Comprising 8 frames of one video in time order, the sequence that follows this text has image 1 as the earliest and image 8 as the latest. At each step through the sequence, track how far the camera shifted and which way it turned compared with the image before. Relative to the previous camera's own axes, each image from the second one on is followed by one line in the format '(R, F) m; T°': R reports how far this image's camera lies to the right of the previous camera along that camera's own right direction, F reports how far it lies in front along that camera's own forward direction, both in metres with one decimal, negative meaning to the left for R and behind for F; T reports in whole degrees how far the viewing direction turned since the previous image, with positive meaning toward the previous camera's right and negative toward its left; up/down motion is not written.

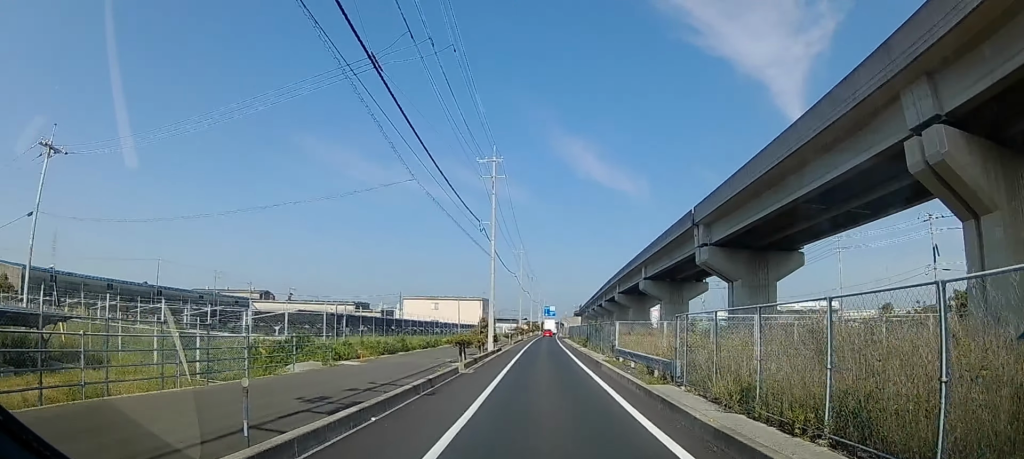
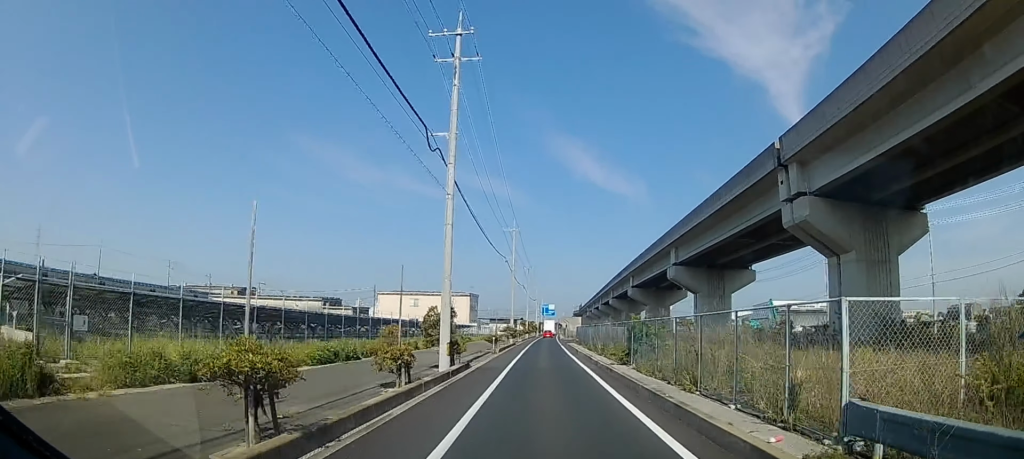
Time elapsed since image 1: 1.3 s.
(+0.1, +17.5) m; 0°
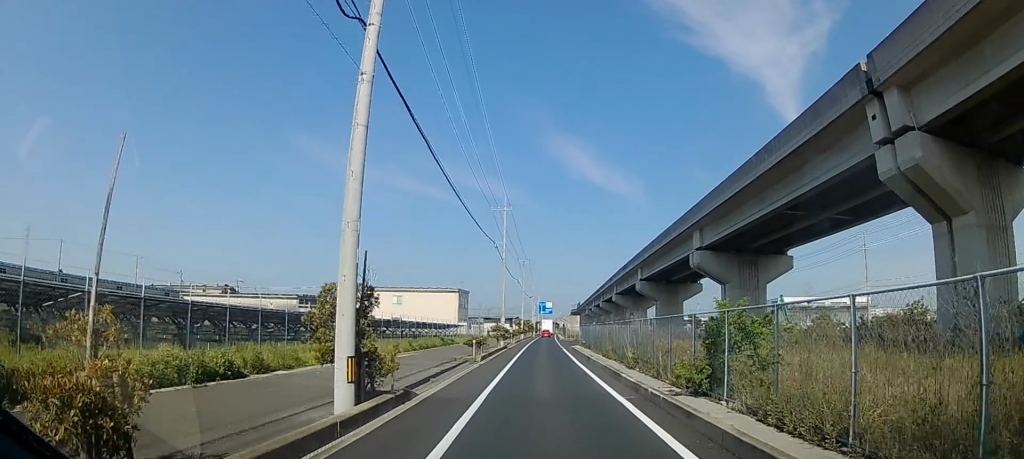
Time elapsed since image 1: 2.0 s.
(0.0, +8.8) m; 0°
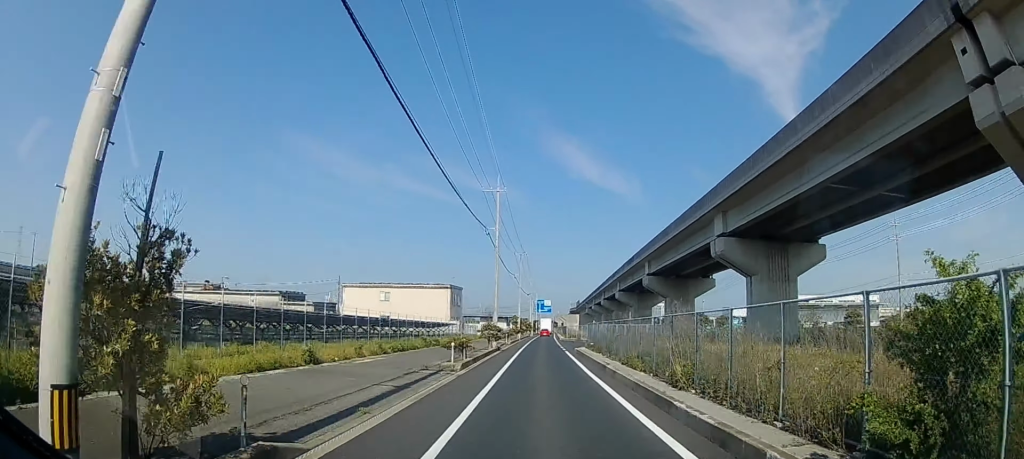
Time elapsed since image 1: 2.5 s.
(0.0, +6.6) m; 0°
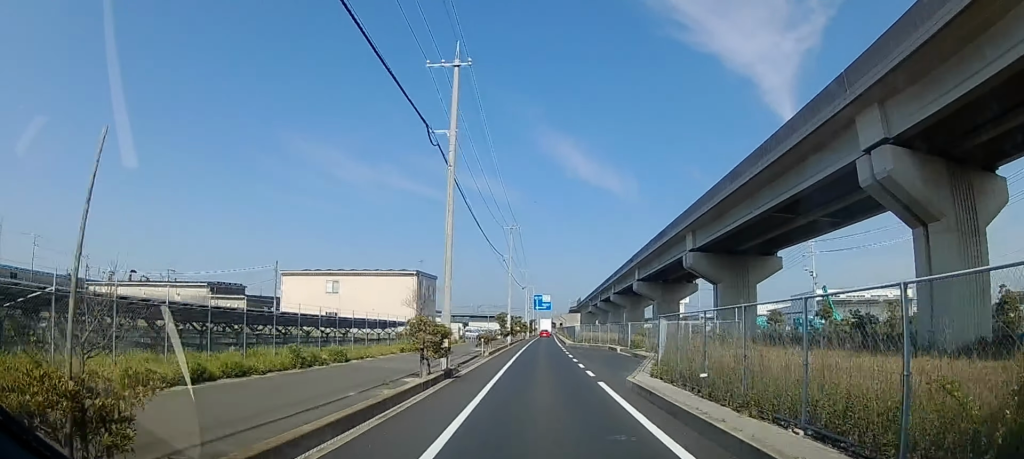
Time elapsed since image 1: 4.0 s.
(+0.3, +20.1) m; +2°
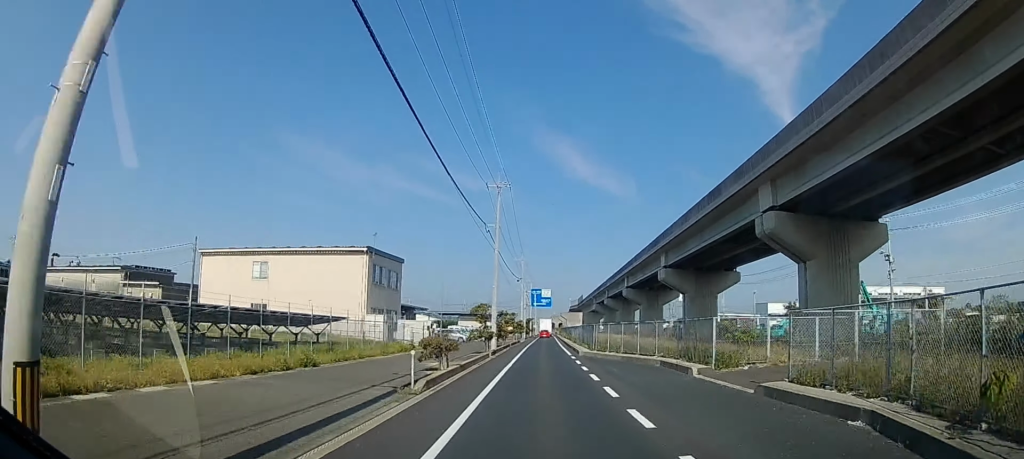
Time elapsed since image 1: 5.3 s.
(+0.1, +17.0) m; -1°
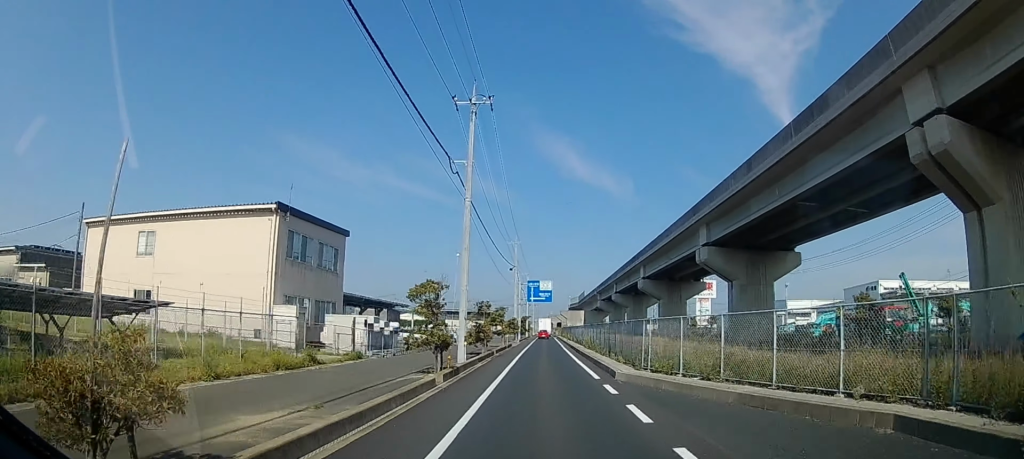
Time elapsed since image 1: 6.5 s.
(-0.4, +16.1) m; -1°
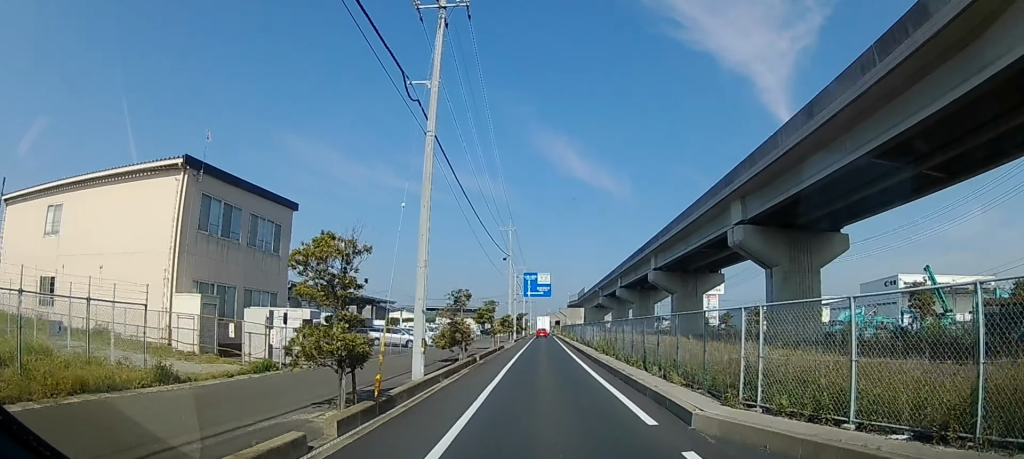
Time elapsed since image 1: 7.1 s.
(0.0, +8.9) m; +1°
